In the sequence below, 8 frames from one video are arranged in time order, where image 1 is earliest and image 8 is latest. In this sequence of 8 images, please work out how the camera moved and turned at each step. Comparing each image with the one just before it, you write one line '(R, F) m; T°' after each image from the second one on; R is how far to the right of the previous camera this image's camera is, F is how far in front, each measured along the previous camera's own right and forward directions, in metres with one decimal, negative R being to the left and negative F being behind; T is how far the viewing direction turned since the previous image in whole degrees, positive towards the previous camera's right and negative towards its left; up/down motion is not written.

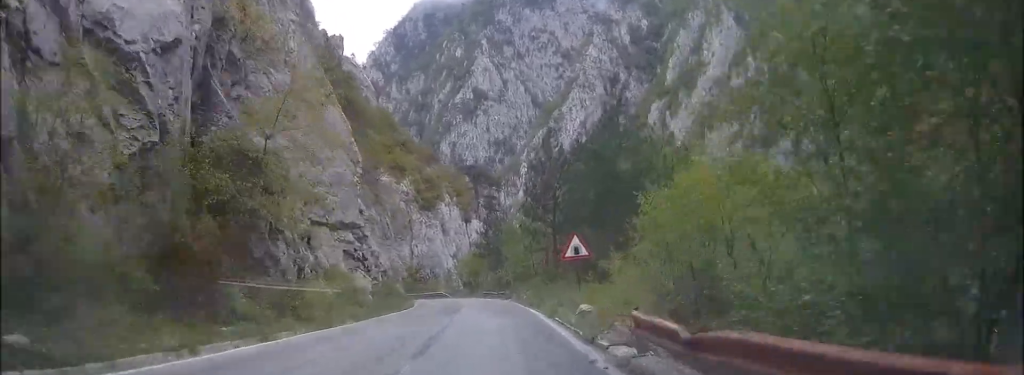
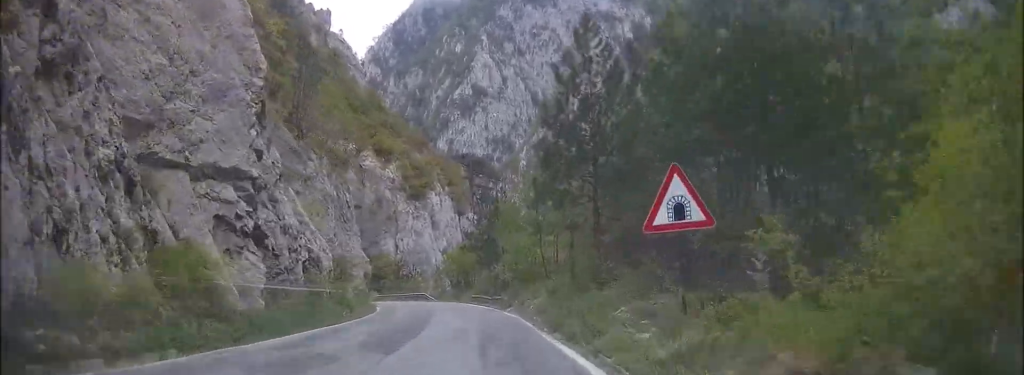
(0.0, +11.9) m; 0°
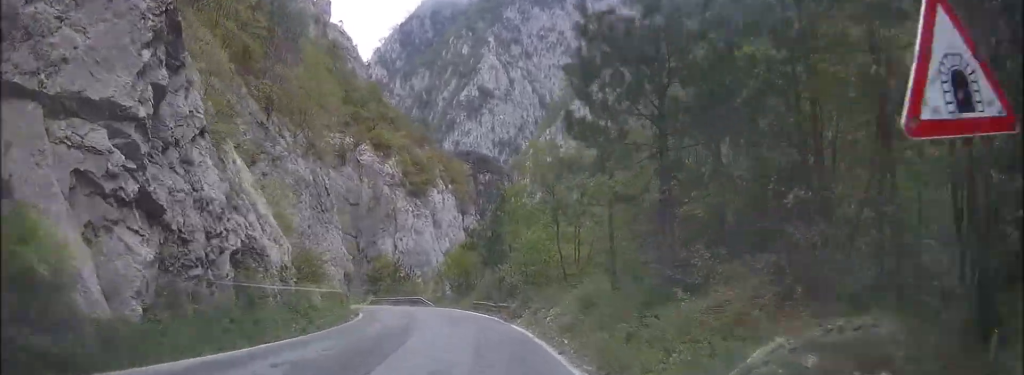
(+0.1, +6.2) m; -2°
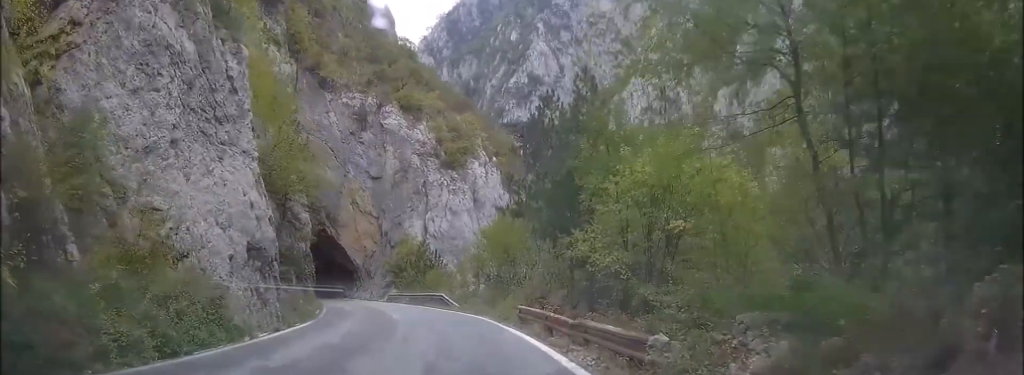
(-1.0, +18.3) m; -10°
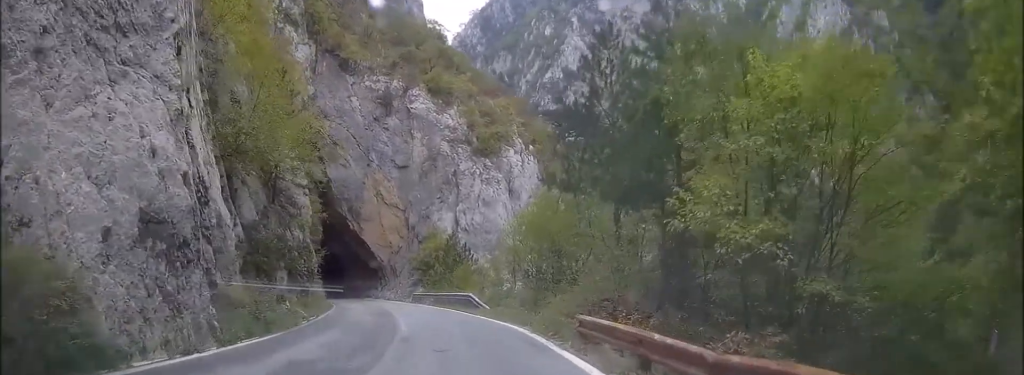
(-0.6, +8.0) m; -4°
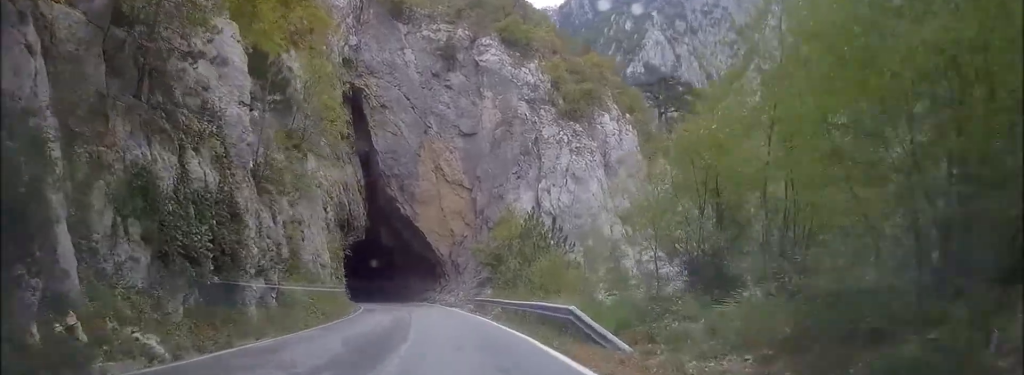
(-1.5, +18.5) m; -9°
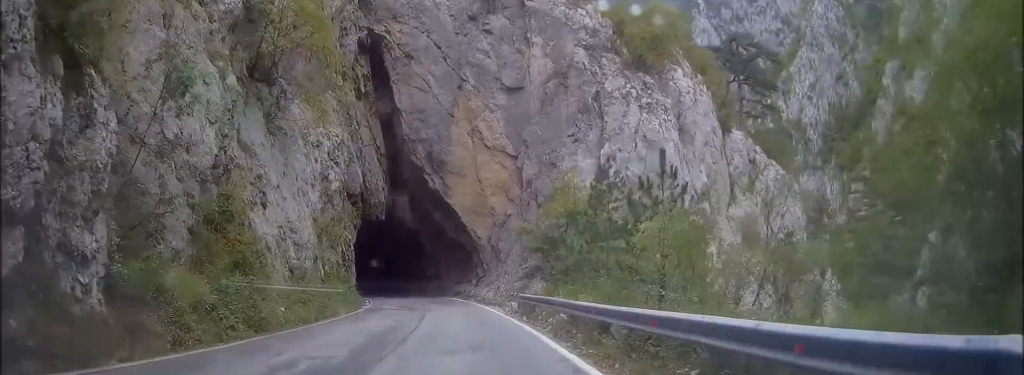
(-0.5, +11.6) m; -2°
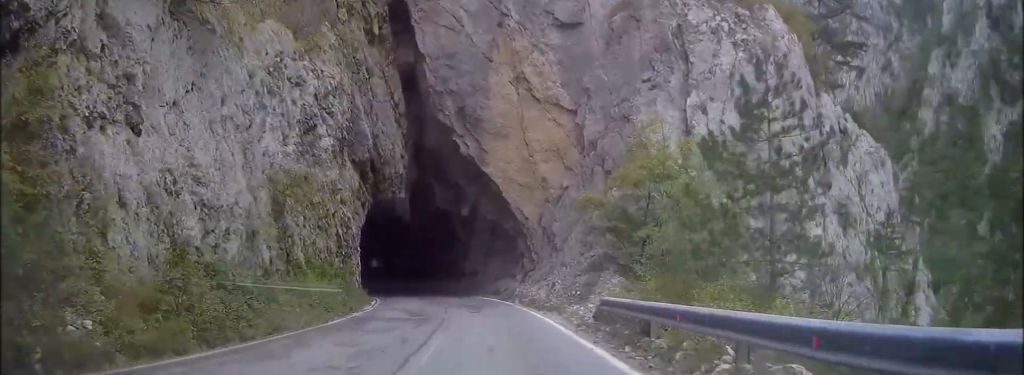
(-0.1, +11.6) m; -1°
